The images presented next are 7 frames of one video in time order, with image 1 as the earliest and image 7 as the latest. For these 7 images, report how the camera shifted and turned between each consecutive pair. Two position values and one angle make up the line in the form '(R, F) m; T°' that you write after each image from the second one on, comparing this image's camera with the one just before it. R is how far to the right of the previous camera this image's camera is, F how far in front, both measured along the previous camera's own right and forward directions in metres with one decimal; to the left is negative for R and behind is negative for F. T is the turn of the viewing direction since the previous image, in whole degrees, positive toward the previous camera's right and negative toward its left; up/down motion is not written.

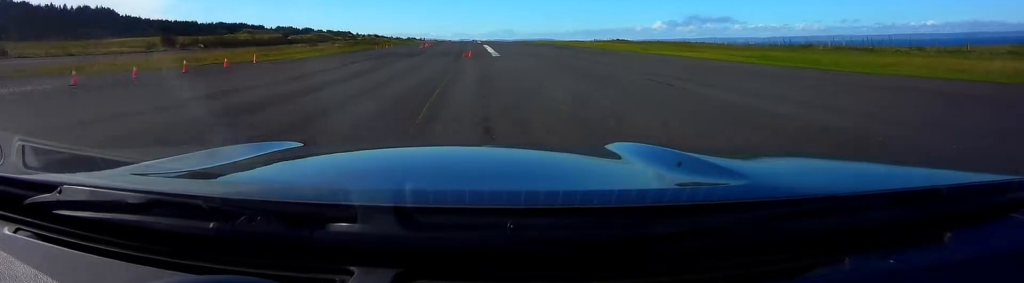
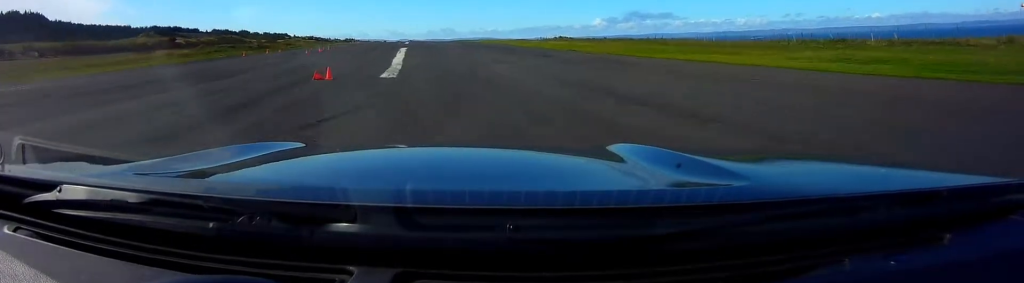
(+1.2, +17.2) m; +1°
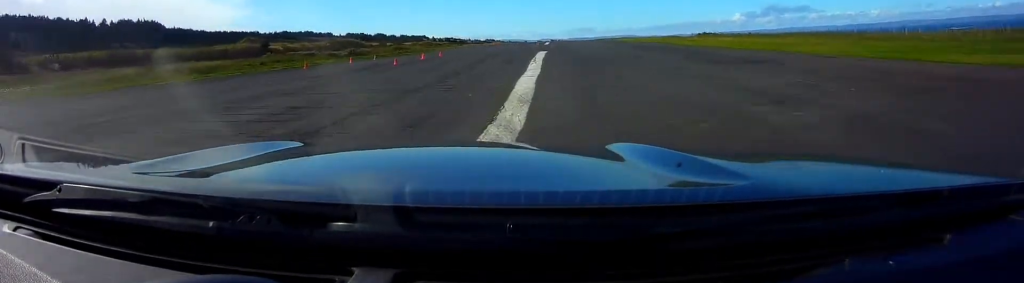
(-0.8, +13.9) m; -3°
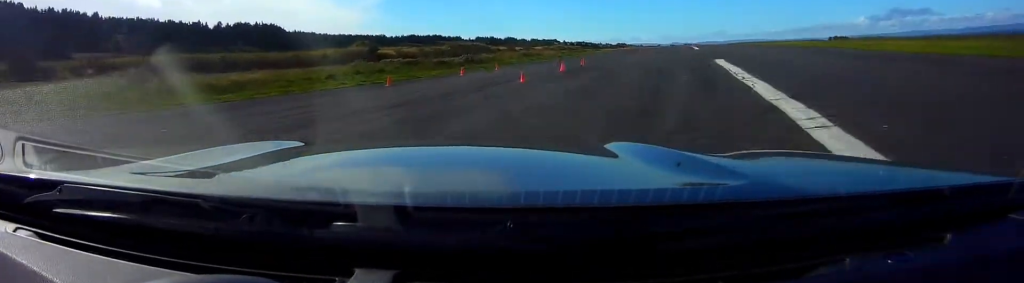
(-0.2, +9.8) m; -1°
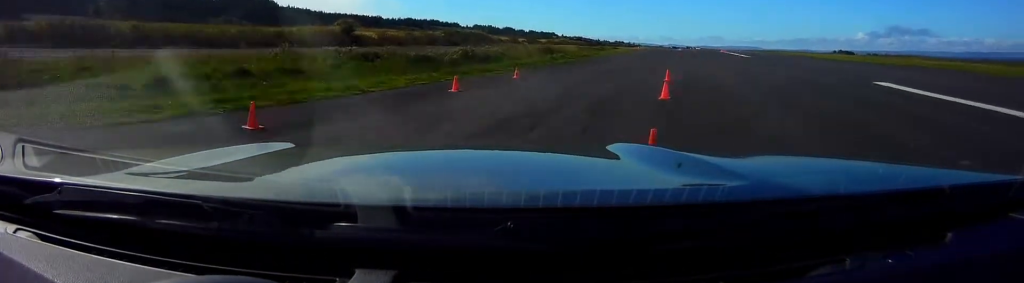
(0.0, +13.4) m; 0°
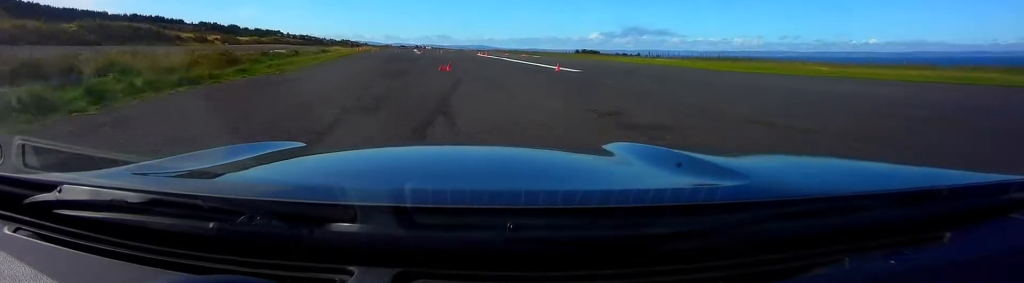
(+0.7, +24.6) m; +5°
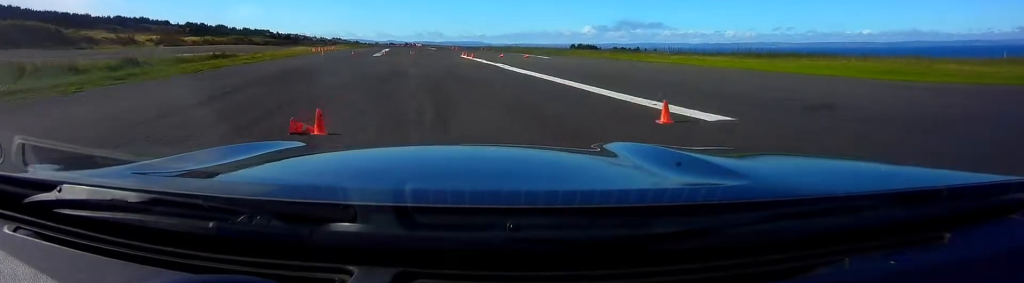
(+0.4, +15.2) m; +2°
